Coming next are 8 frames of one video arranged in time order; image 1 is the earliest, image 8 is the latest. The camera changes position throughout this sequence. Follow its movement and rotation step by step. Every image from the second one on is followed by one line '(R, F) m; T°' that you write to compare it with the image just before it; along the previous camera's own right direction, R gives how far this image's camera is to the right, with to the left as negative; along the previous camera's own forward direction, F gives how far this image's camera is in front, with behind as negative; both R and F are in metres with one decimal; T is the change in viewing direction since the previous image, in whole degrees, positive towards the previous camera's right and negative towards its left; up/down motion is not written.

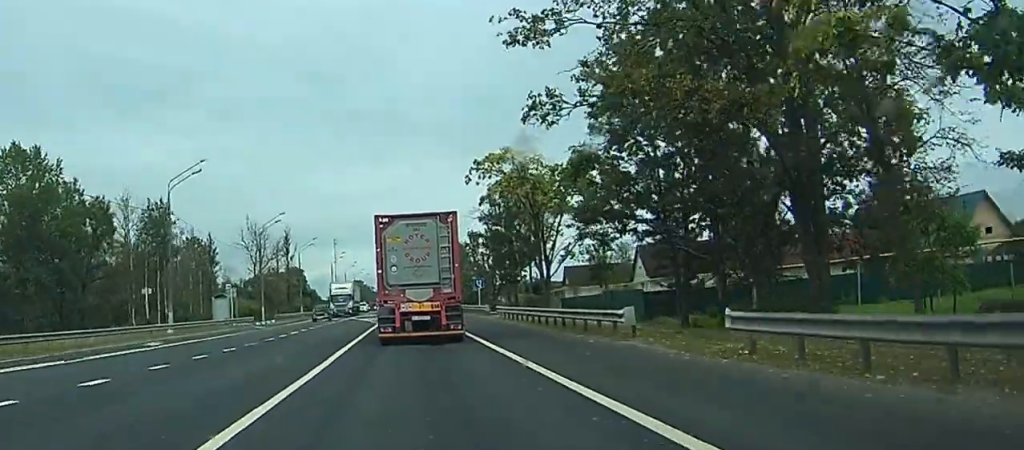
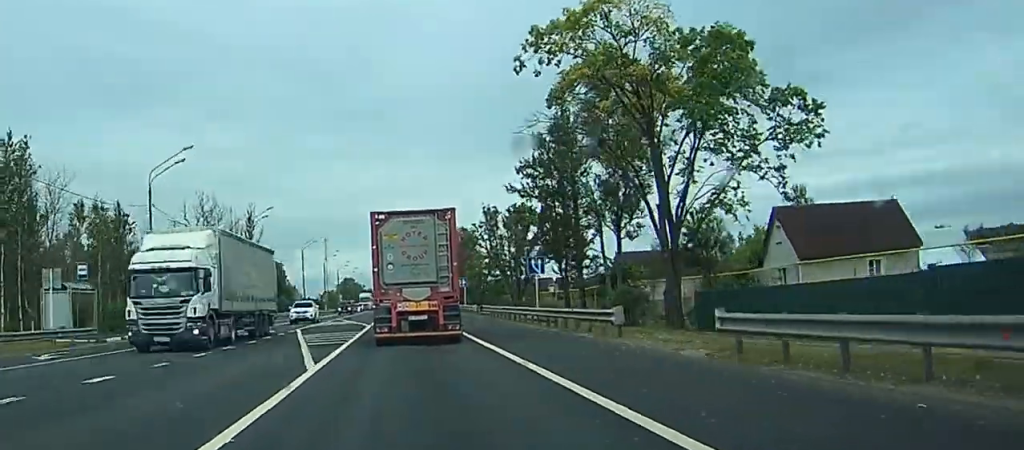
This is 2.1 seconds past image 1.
(-0.1, +39.3) m; 0°
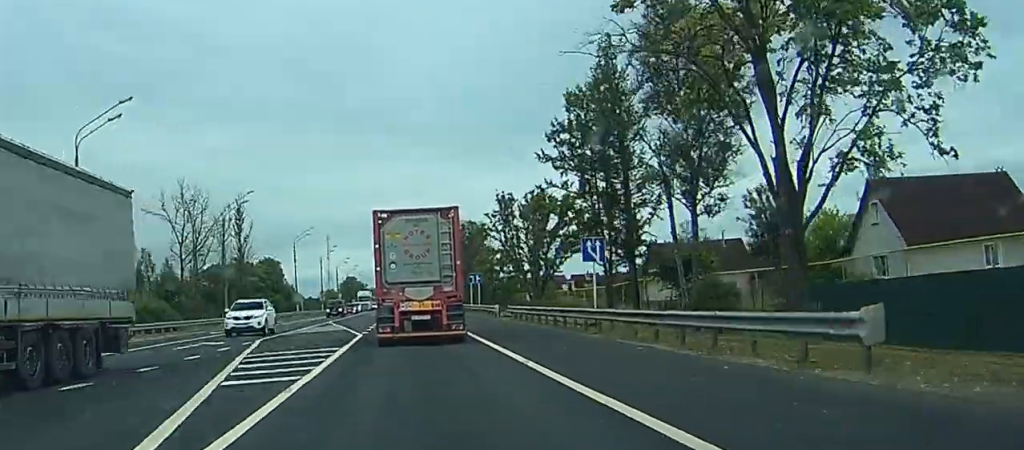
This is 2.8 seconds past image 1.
(0.0, +13.2) m; 0°
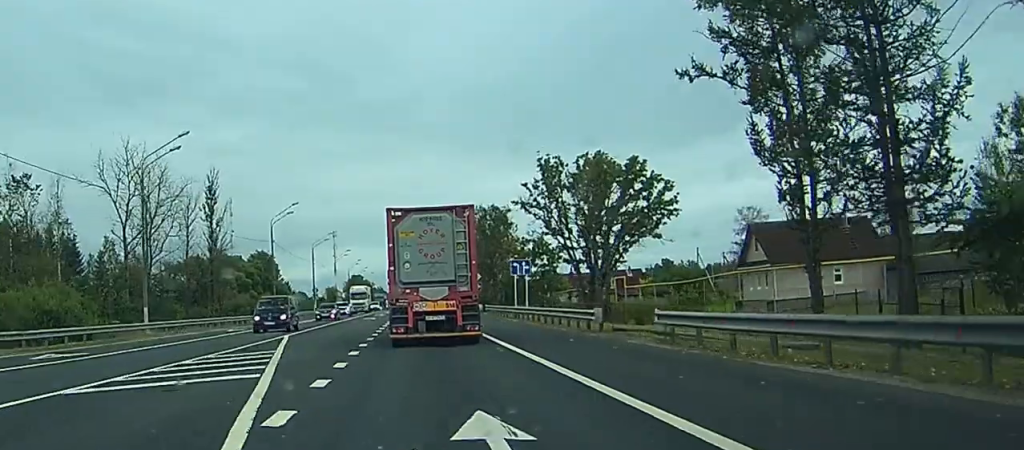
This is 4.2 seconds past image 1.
(0.0, +26.4) m; 0°
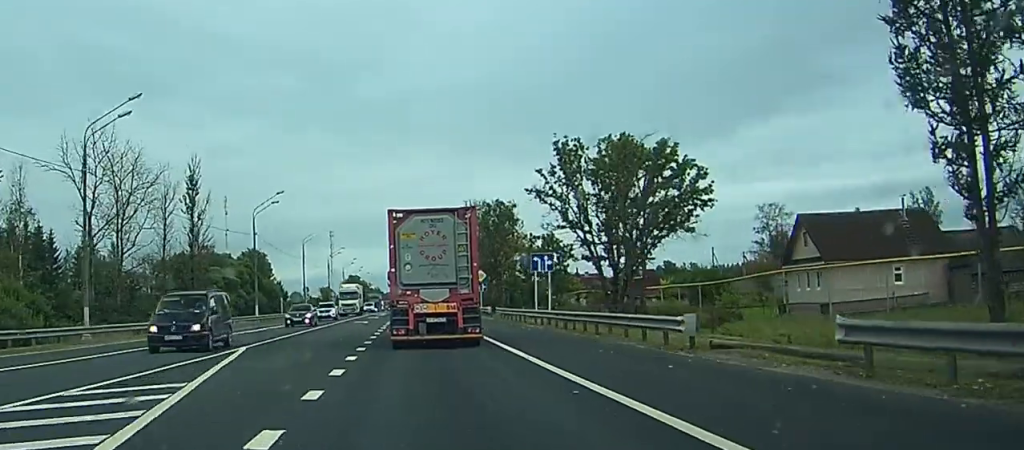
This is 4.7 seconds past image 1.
(0.0, +9.4) m; 0°
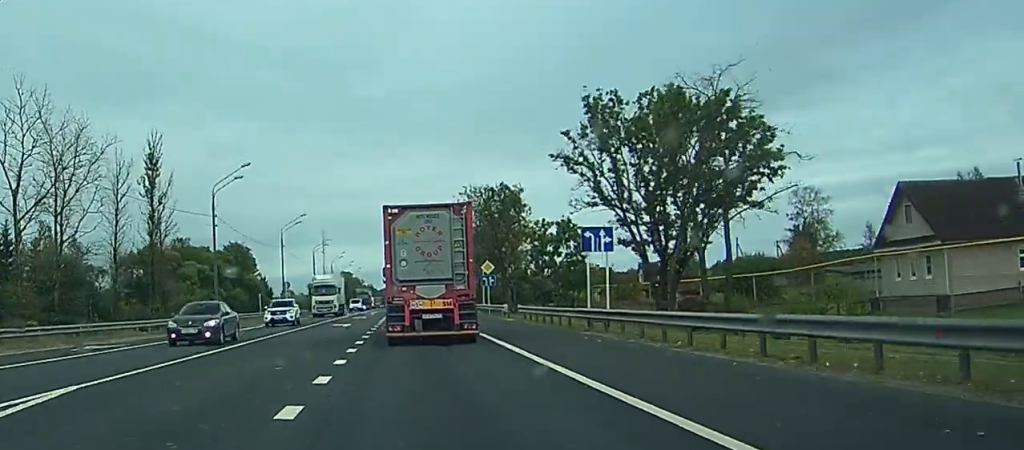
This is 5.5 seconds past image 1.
(-0.2, +14.2) m; -1°
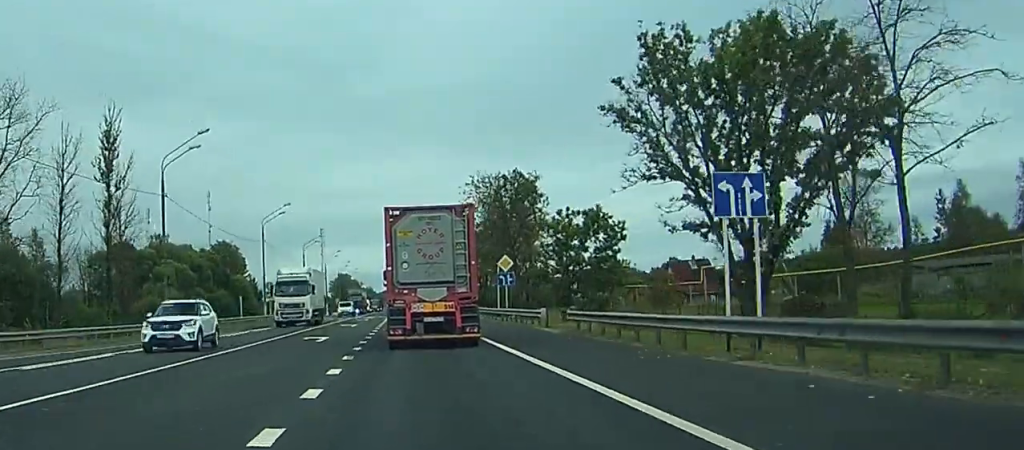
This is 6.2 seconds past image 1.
(0.0, +13.5) m; 0°
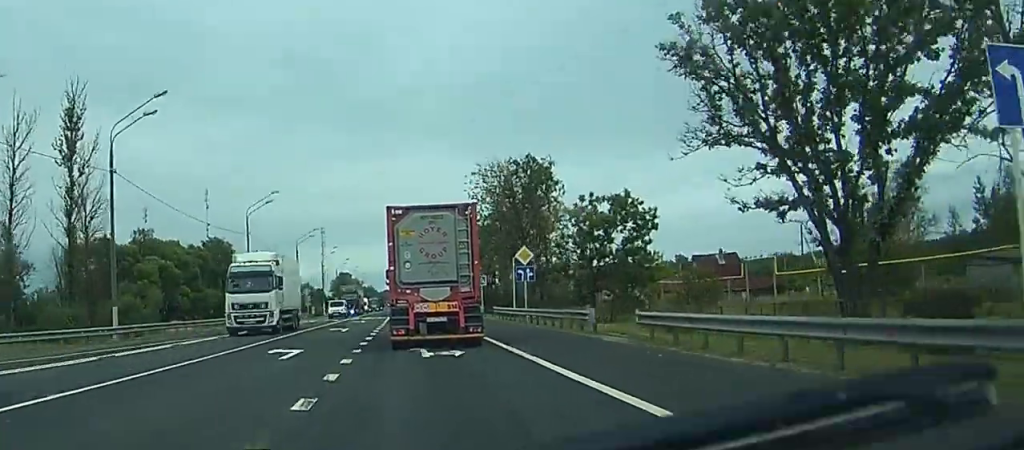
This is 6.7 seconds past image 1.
(0.0, +9.2) m; 0°
